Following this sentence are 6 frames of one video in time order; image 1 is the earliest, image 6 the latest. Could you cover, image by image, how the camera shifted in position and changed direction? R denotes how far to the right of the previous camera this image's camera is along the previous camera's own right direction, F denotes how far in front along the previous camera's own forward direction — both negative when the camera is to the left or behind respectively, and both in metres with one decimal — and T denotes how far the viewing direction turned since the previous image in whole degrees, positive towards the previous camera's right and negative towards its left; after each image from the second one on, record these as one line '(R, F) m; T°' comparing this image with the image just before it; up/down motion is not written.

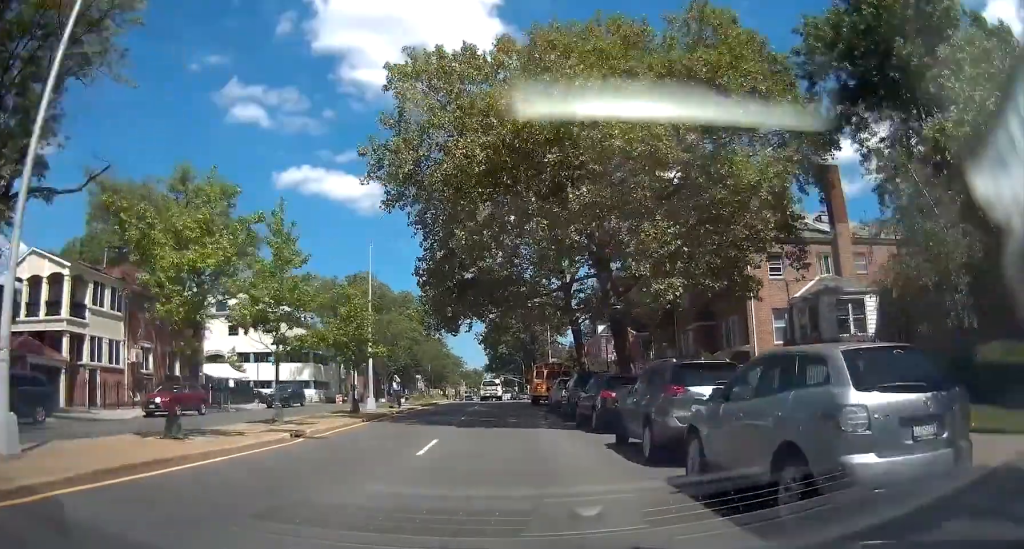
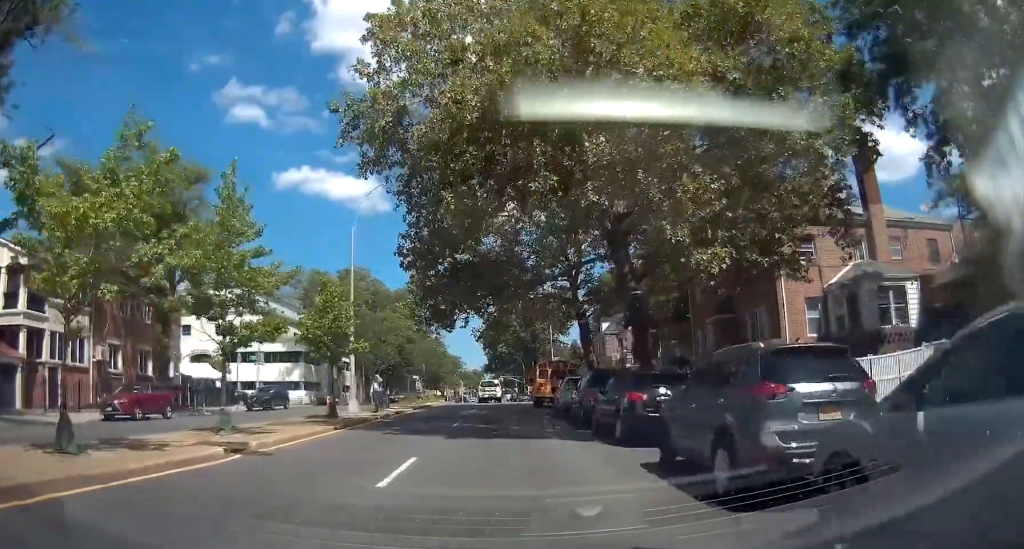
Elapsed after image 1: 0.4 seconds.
(0.0, +4.0) m; -1°
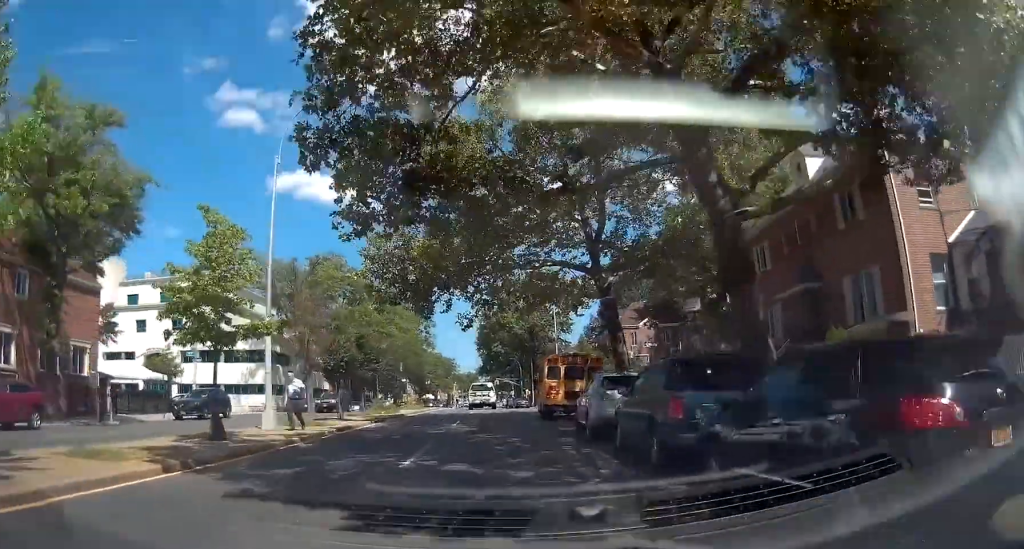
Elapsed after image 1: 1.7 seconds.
(-0.3, +10.6) m; +2°
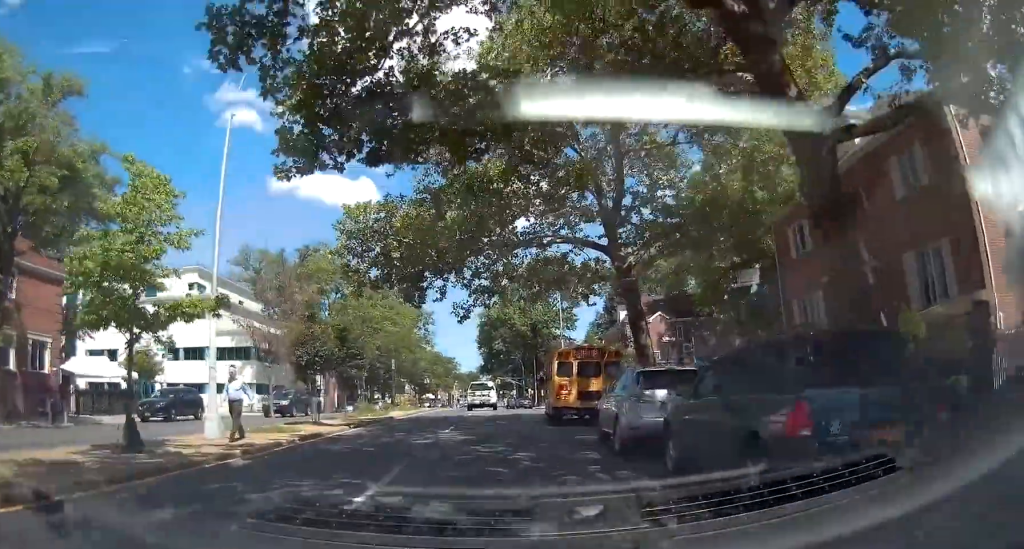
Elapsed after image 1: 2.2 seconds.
(+0.3, +4.1) m; +1°
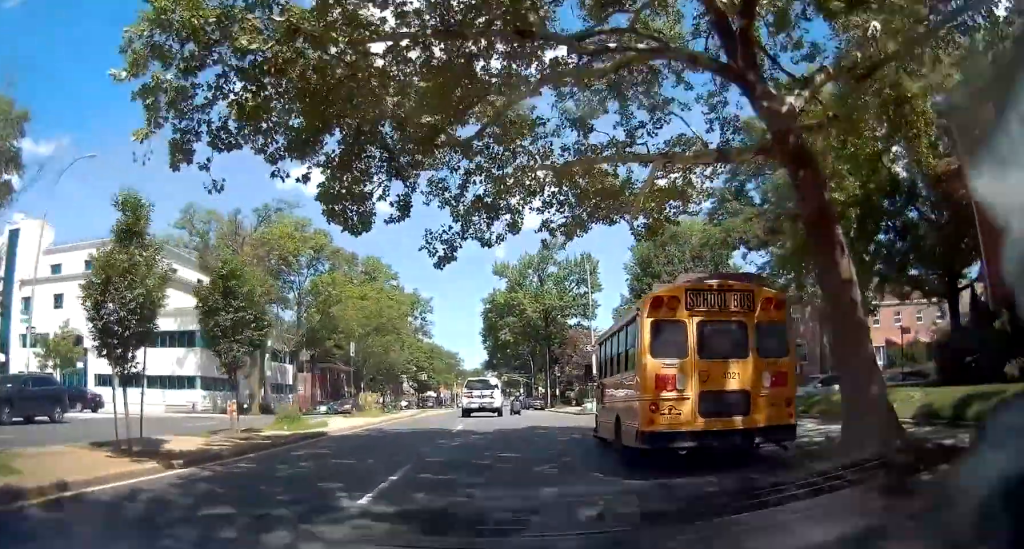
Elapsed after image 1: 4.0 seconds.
(-0.1, +11.3) m; -2°
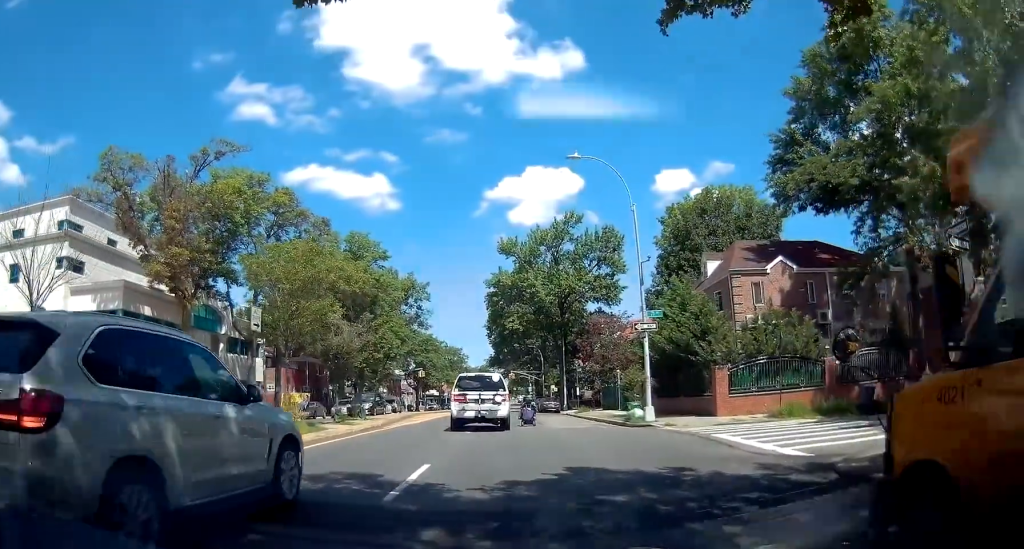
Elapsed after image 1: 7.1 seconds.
(+0.3, +12.7) m; 0°
